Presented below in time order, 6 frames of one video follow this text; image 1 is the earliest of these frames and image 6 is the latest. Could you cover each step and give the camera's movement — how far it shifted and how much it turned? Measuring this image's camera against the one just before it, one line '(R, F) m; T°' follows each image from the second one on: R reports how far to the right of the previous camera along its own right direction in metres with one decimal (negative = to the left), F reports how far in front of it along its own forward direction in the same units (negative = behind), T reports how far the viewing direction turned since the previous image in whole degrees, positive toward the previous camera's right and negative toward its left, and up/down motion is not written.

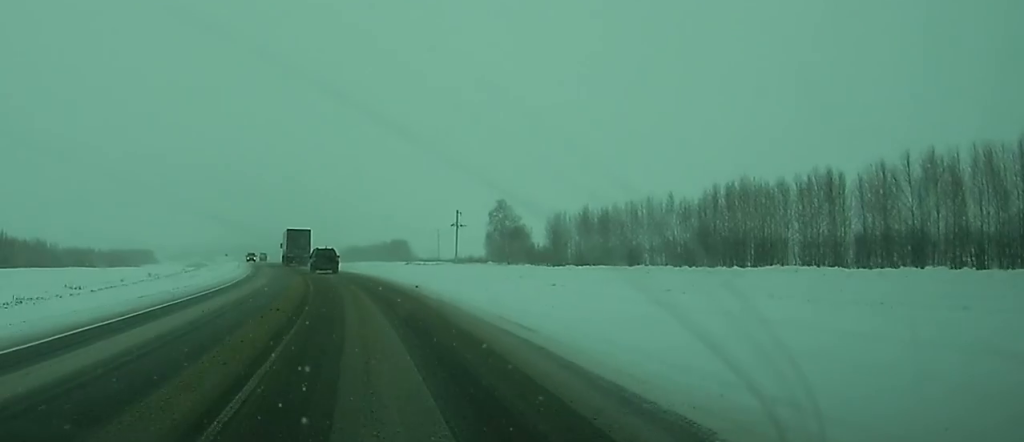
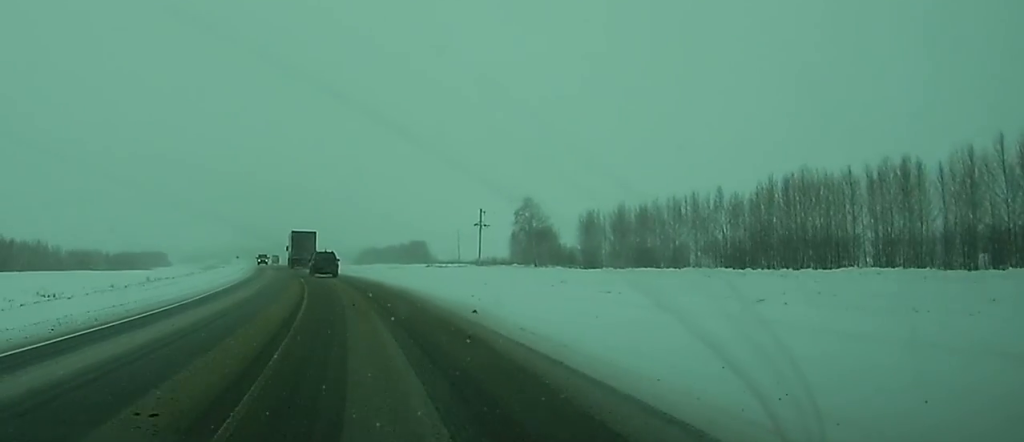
(-0.2, +12.5) m; -1°
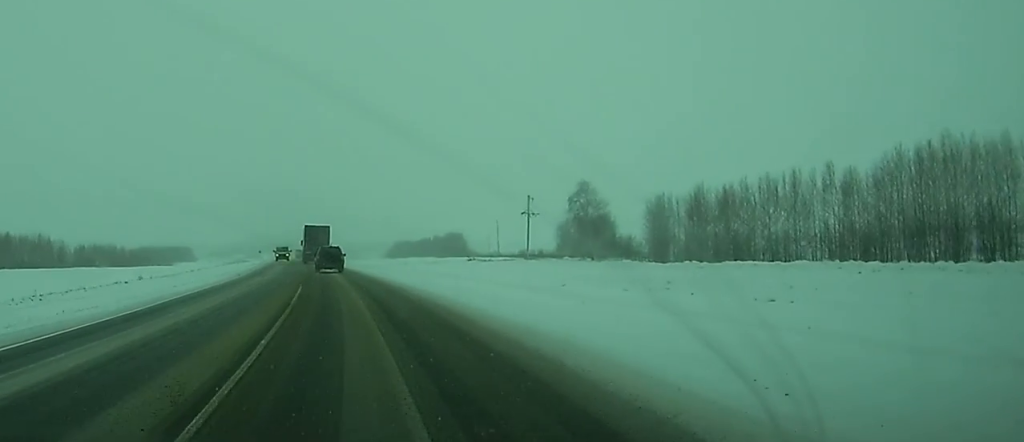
(-0.4, +22.4) m; -2°
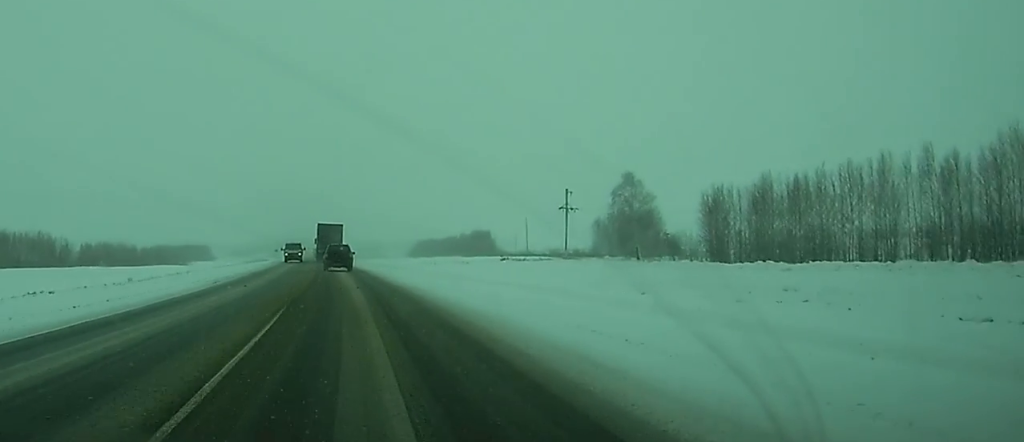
(-0.2, +15.4) m; -2°
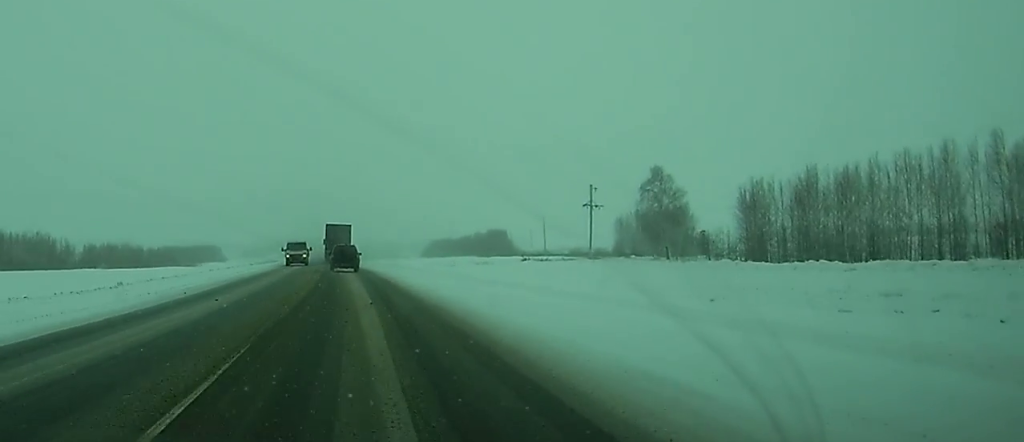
(-0.1, +9.1) m; -1°
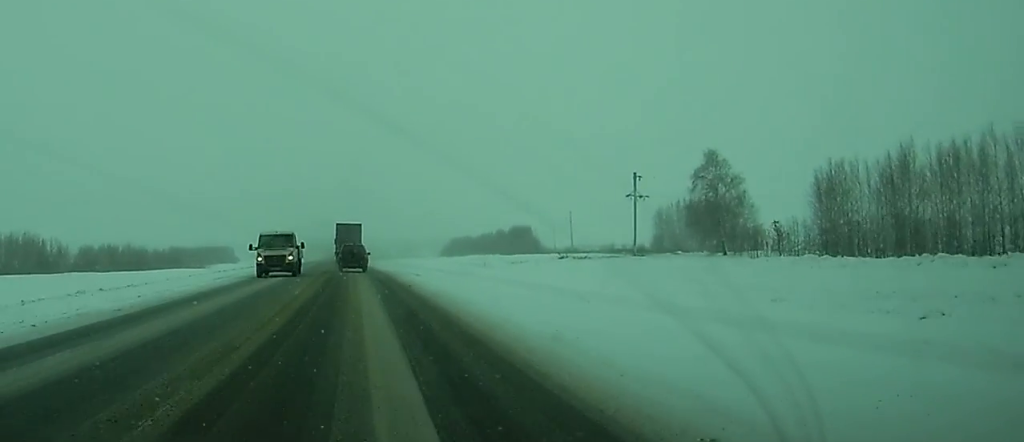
(-0.3, +17.4) m; -2°
